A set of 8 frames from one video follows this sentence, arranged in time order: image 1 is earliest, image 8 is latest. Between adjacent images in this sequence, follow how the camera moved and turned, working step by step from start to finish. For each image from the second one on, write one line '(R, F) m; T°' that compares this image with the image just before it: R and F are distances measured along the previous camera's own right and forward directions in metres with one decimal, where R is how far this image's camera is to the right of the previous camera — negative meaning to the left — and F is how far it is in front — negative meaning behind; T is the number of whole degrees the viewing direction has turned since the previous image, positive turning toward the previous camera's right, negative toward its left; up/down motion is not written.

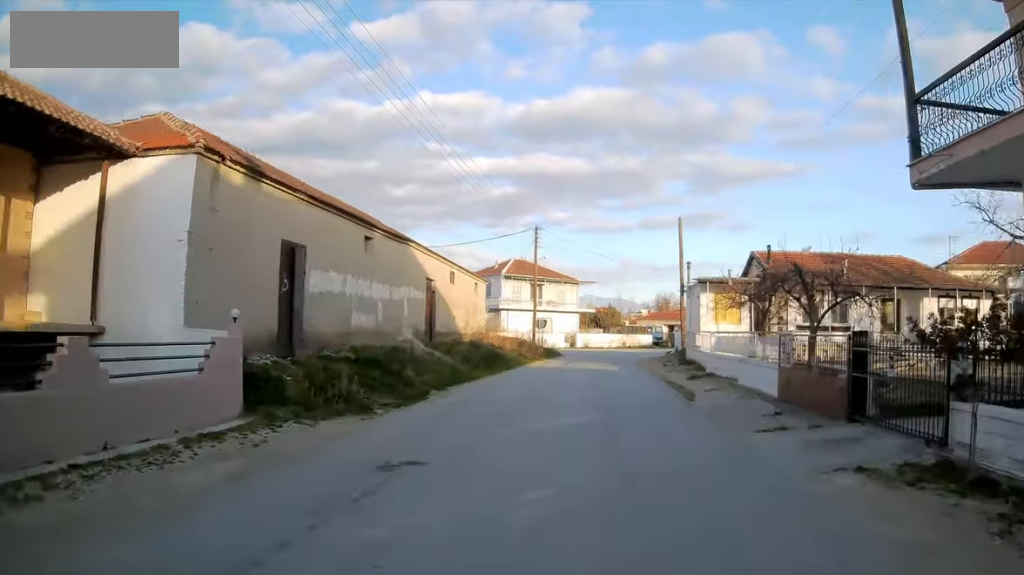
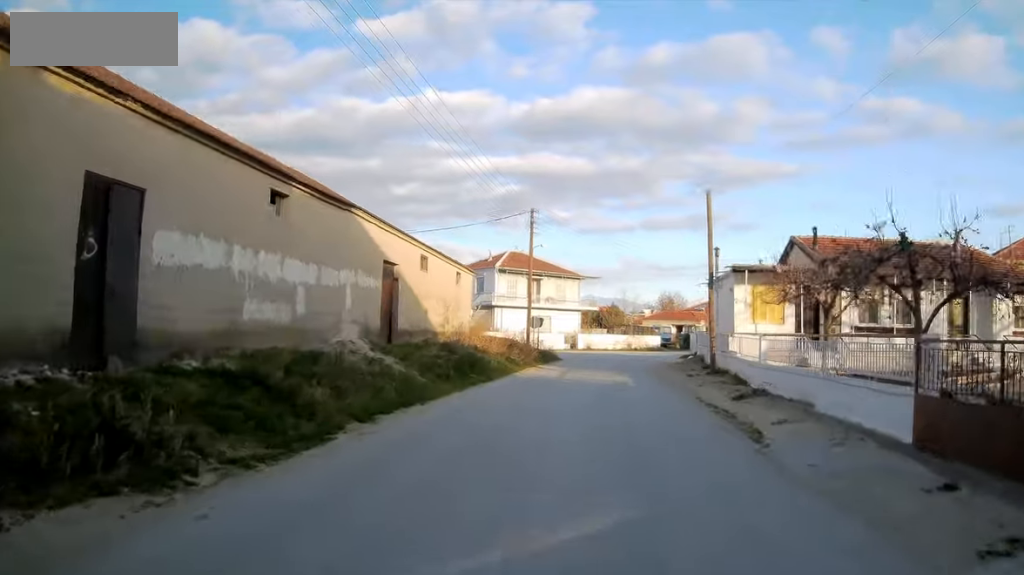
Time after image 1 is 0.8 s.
(+0.1, +6.8) m; 0°
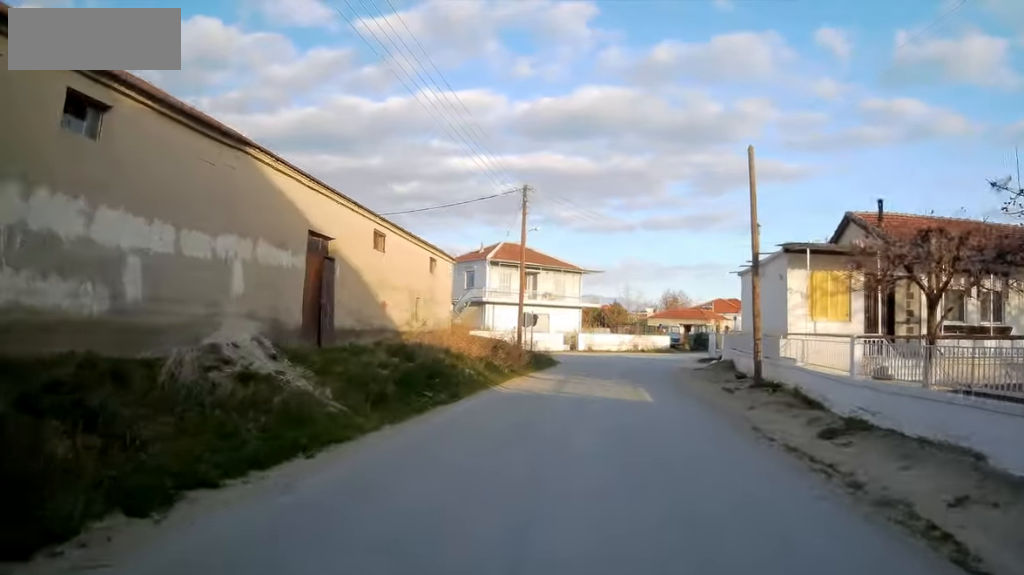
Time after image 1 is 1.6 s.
(0.0, +6.3) m; -2°
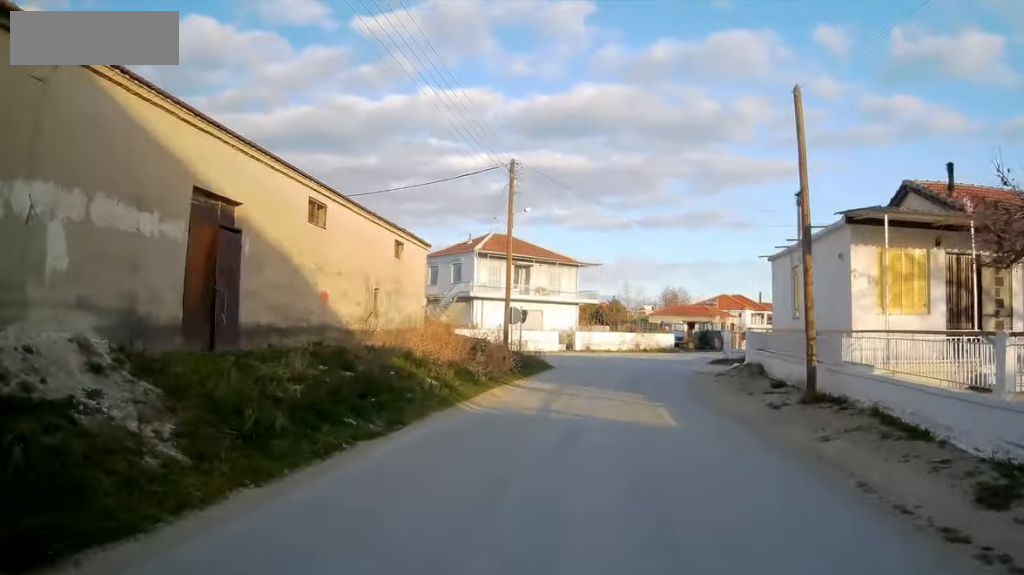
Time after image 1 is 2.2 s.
(-0.1, +4.6) m; -1°
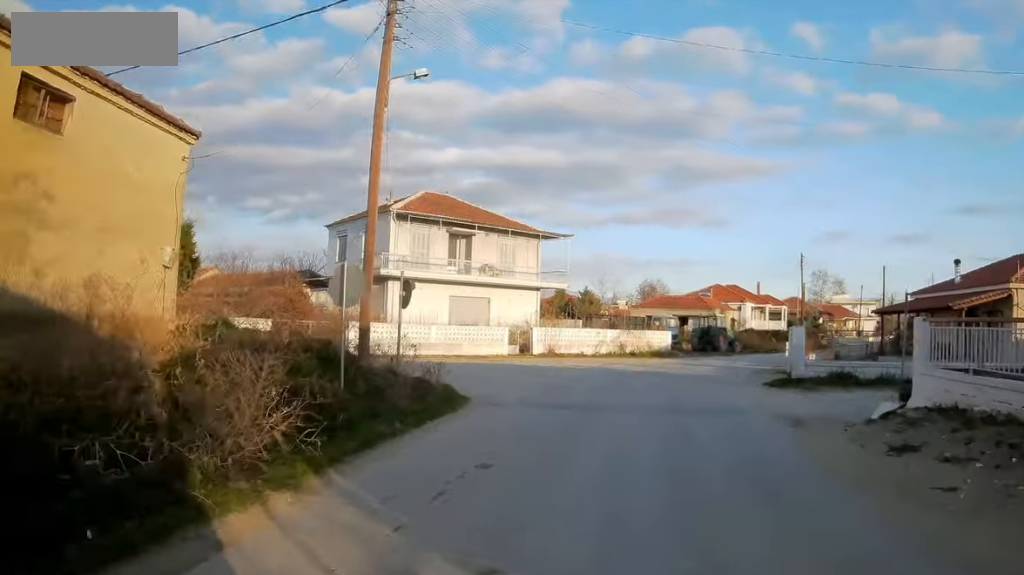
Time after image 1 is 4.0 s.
(+0.1, +15.3) m; +2°
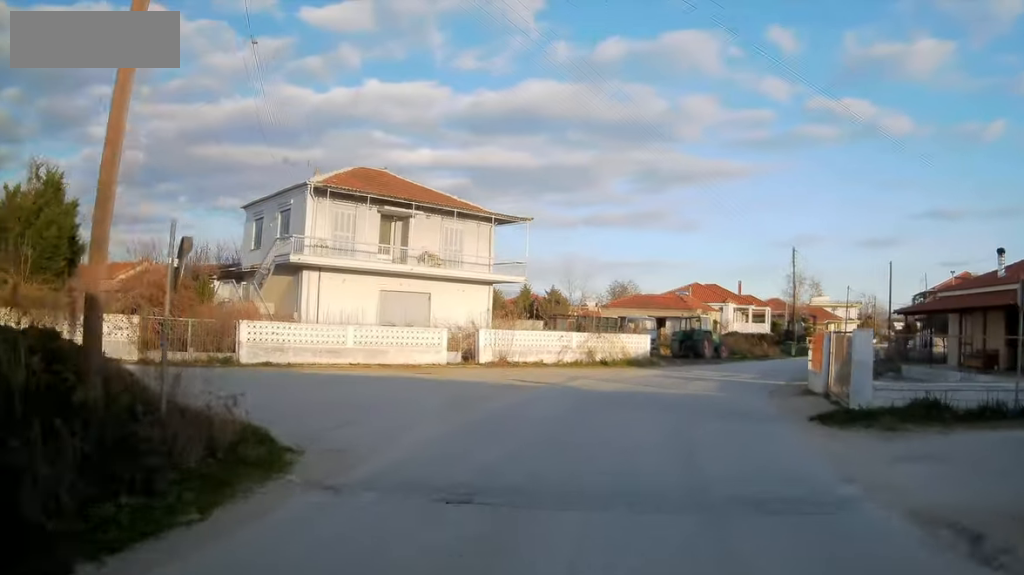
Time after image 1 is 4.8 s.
(+0.1, +6.9) m; +3°
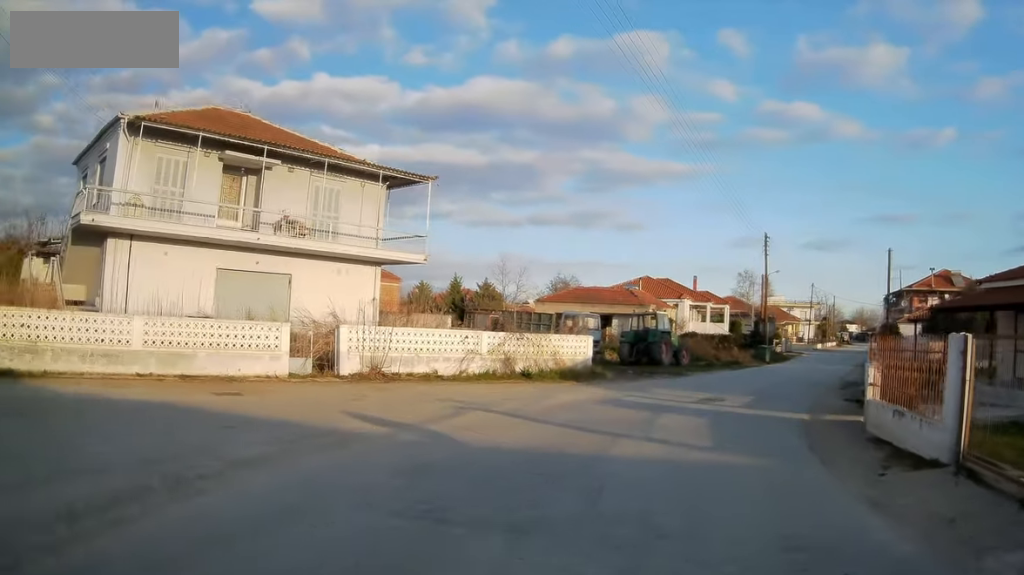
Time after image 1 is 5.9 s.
(+0.3, +8.9) m; +4°
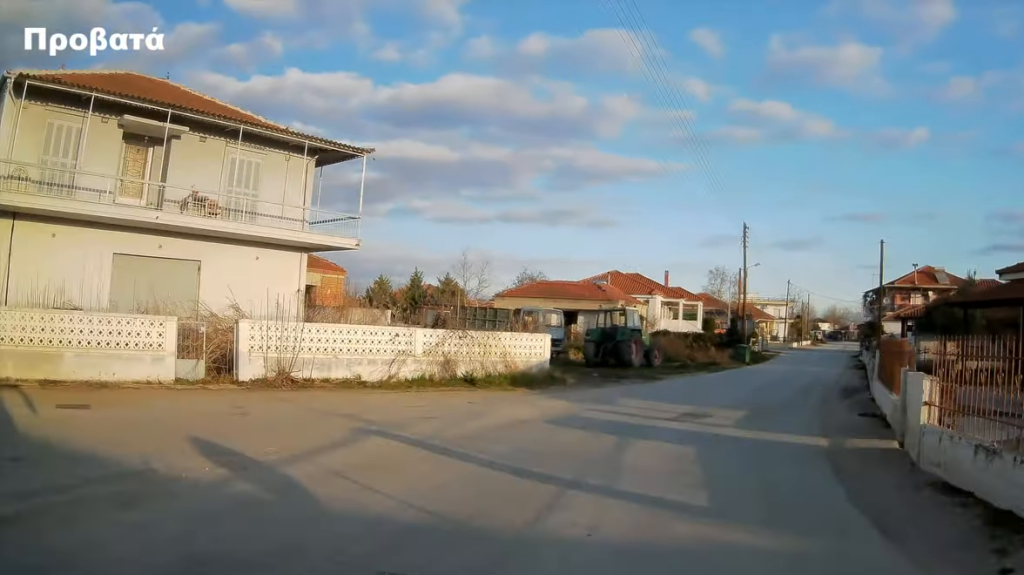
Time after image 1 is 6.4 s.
(0.0, +3.4) m; +2°
